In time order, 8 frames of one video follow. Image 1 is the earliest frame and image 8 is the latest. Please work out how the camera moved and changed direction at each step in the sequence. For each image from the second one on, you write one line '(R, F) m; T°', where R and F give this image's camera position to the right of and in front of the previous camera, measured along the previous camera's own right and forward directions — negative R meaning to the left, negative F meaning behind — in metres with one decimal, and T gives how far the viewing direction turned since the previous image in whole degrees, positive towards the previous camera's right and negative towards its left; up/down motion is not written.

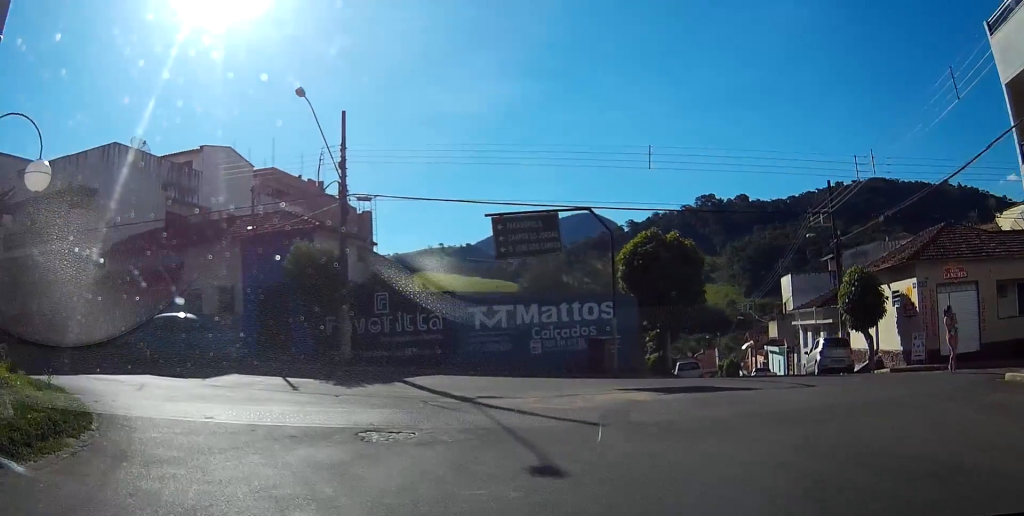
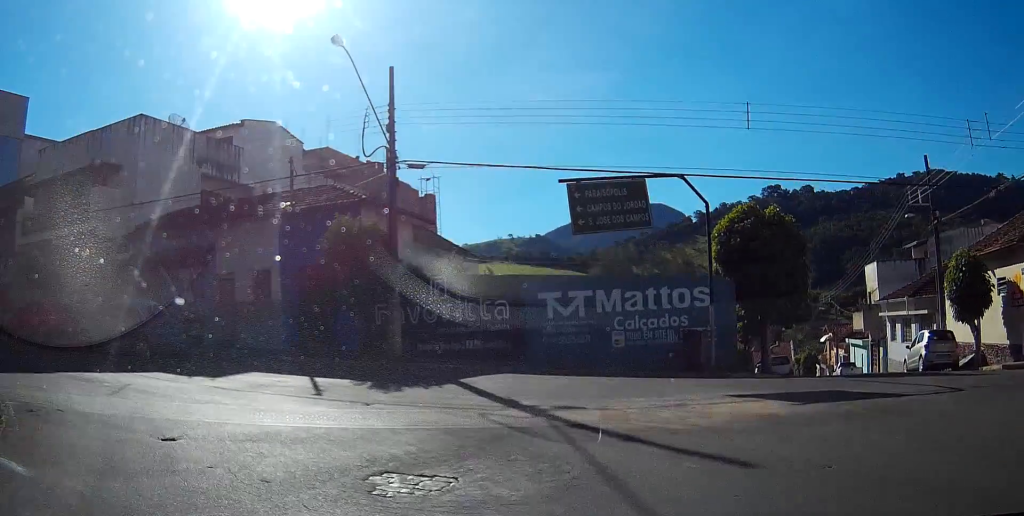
(0.0, +3.6) m; -7°
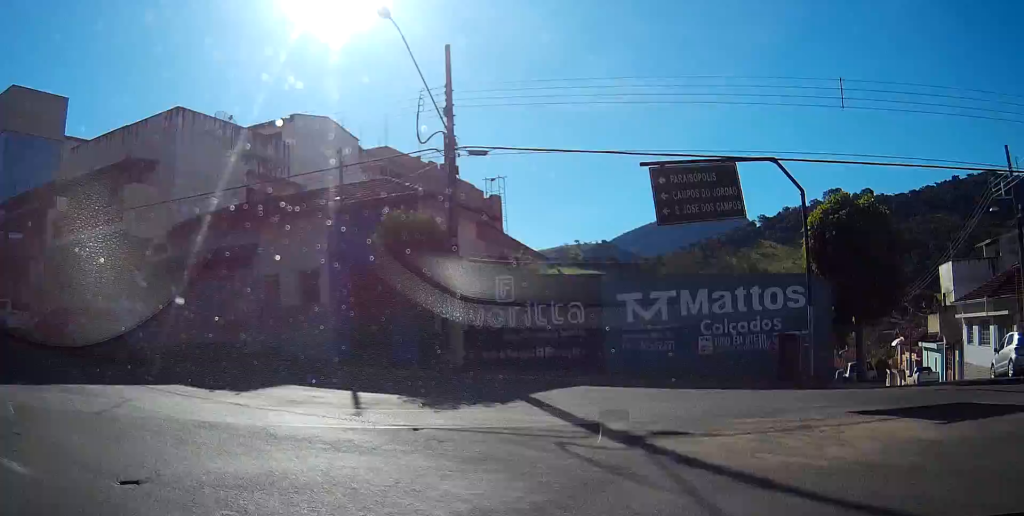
(-0.2, +2.3) m; -7°
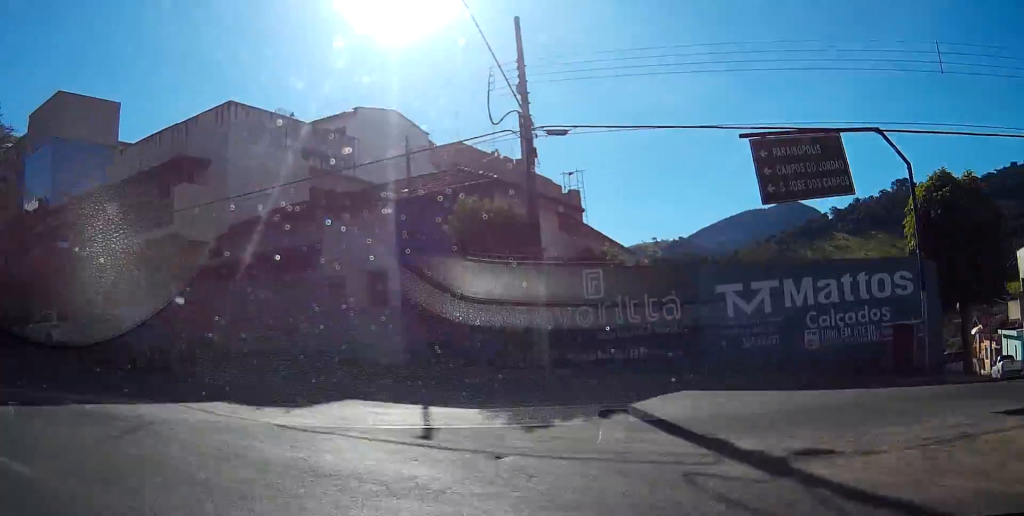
(-0.1, +1.9) m; -7°
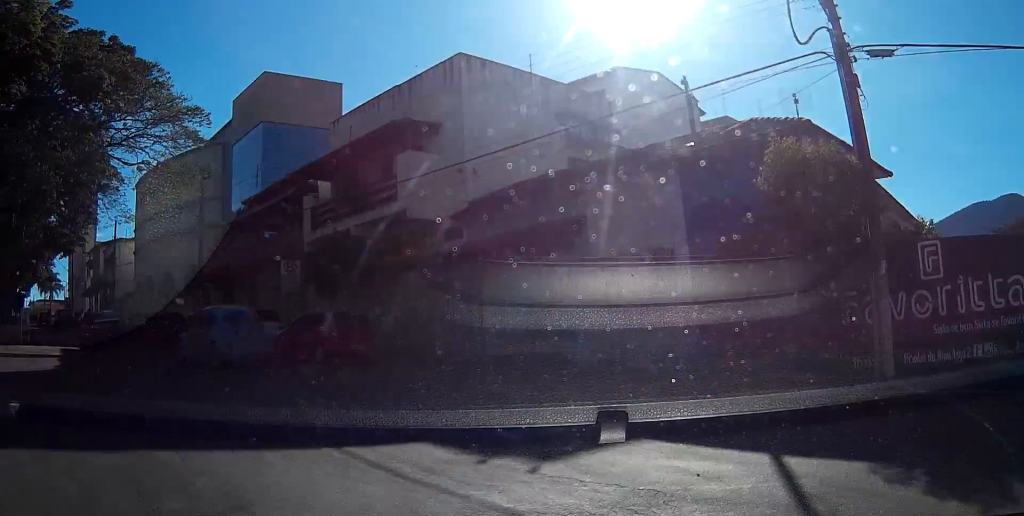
(-0.7, +4.7) m; -19°
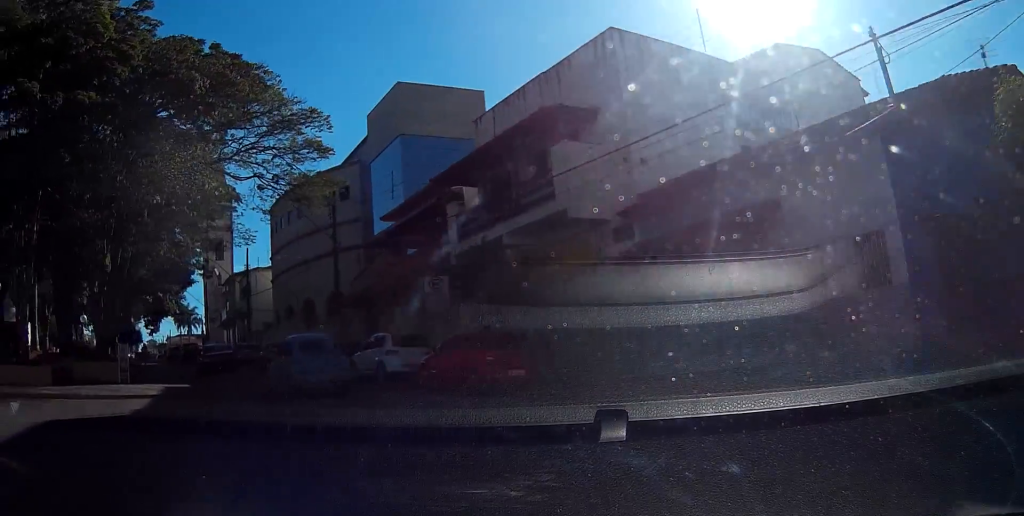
(-0.3, +3.1) m; -11°
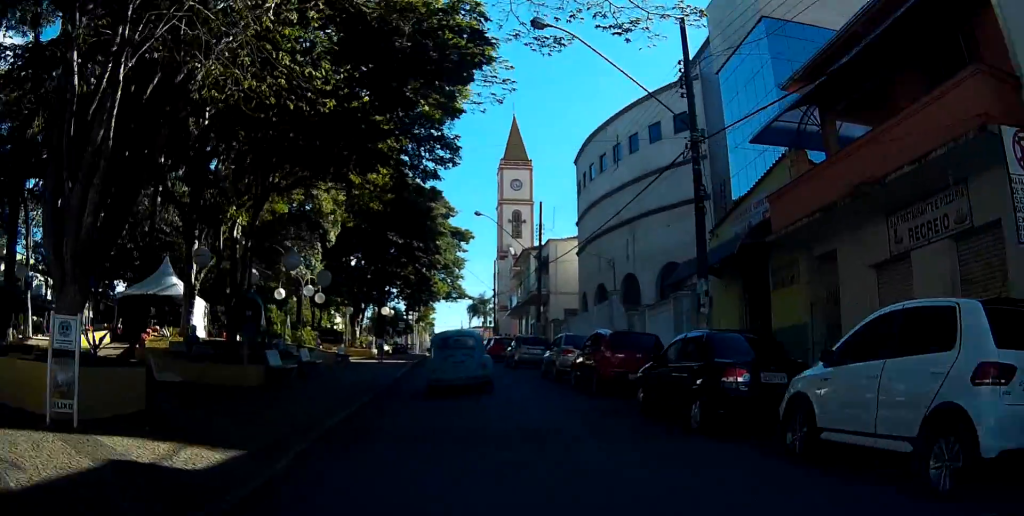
(-4.7, +15.9) m; -25°
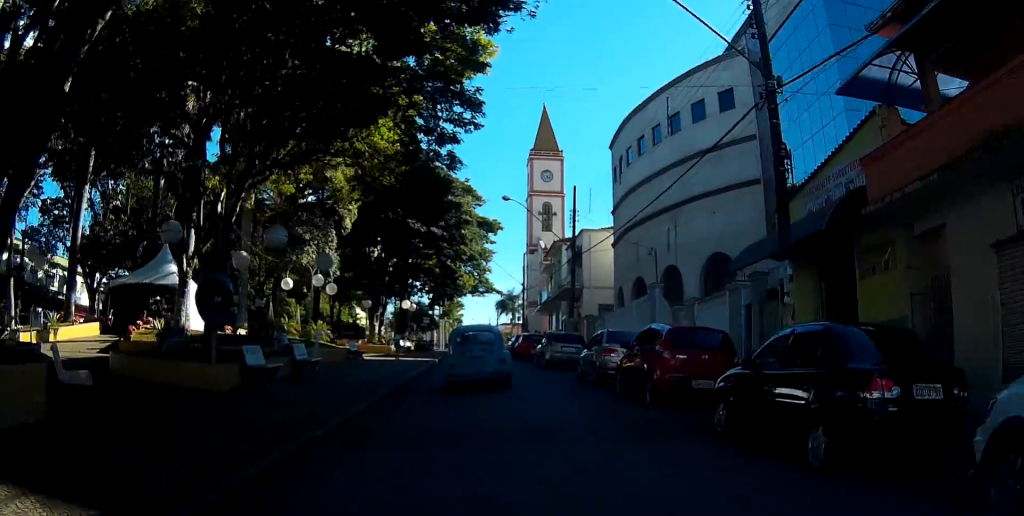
(-0.1, +3.4) m; -1°
